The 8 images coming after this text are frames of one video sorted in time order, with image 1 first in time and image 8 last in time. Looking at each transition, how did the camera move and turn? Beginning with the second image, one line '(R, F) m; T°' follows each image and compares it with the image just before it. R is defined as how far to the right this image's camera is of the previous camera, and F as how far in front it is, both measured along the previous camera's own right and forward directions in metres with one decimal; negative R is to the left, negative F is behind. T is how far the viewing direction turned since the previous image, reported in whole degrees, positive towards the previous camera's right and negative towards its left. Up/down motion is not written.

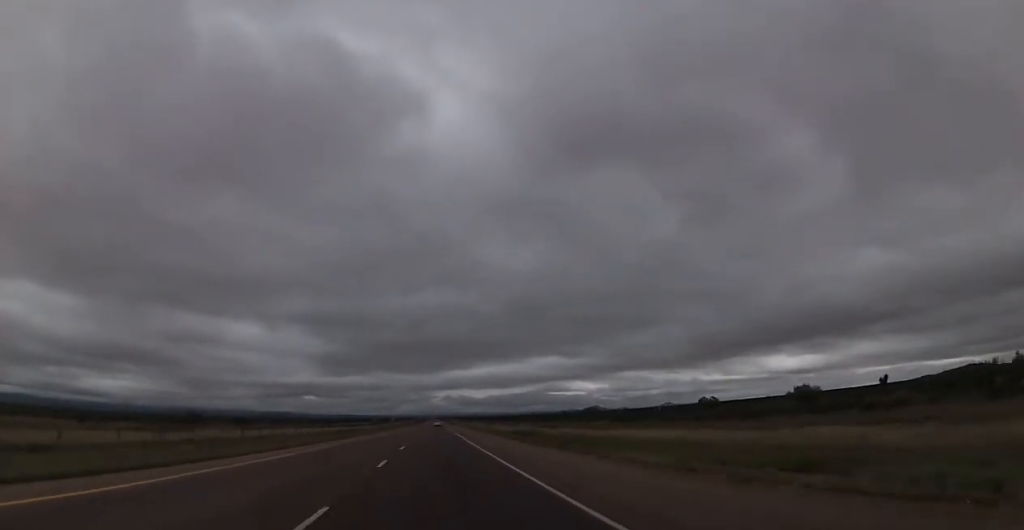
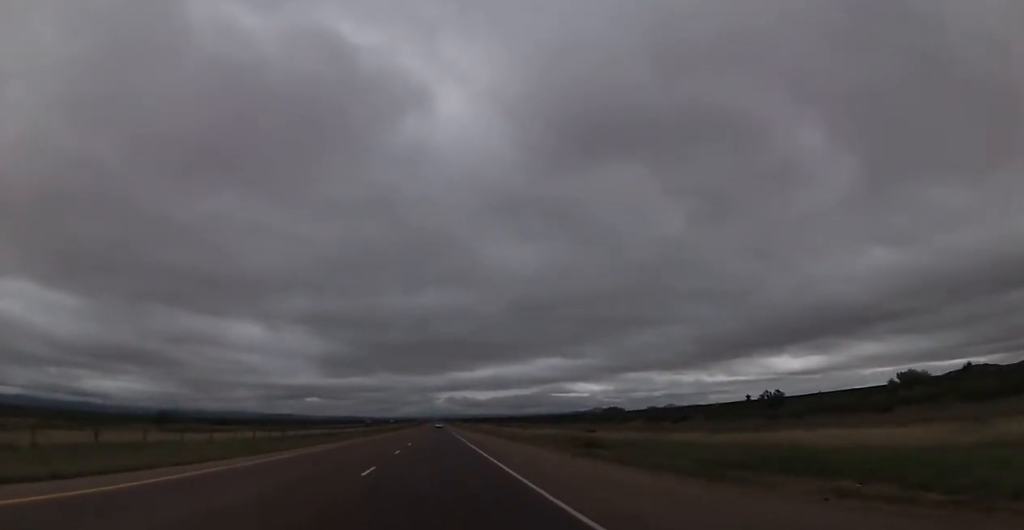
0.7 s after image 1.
(+0.3, +26.8) m; 0°
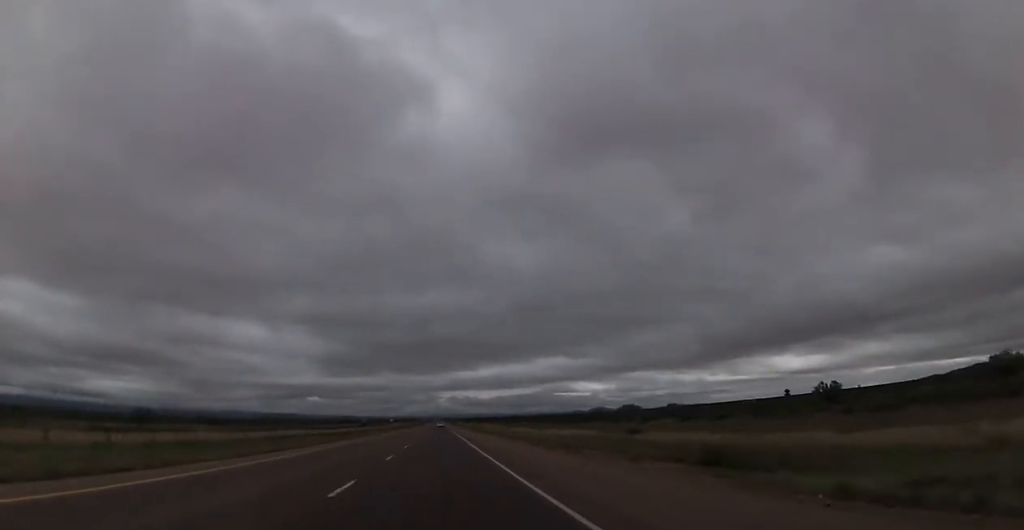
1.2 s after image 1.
(+0.1, +17.1) m; 0°
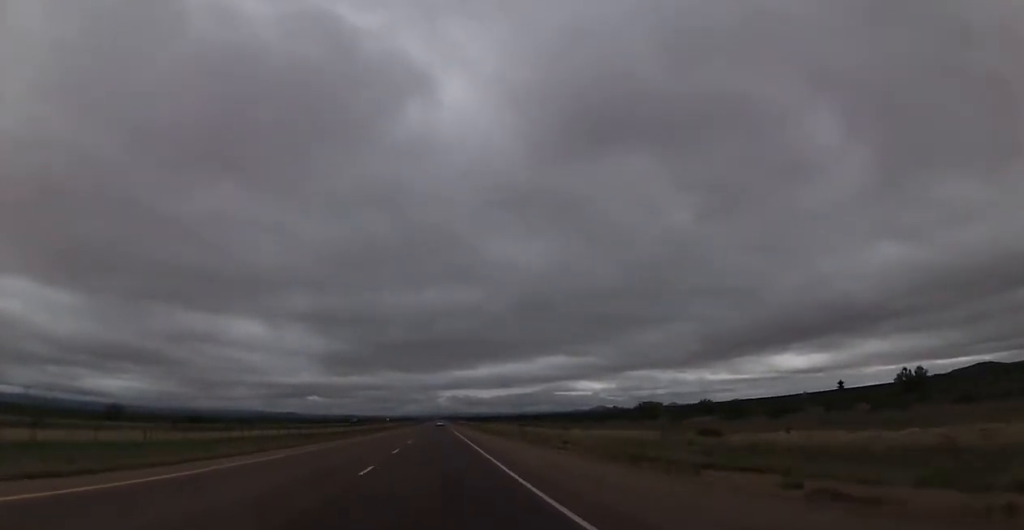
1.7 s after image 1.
(-0.3, +19.4) m; 0°
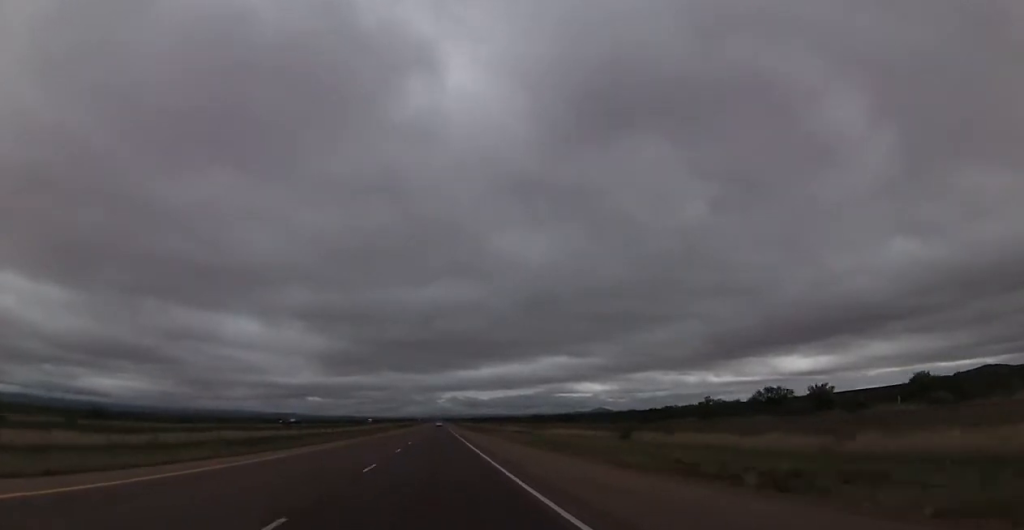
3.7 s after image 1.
(-0.3, +71.8) m; 0°
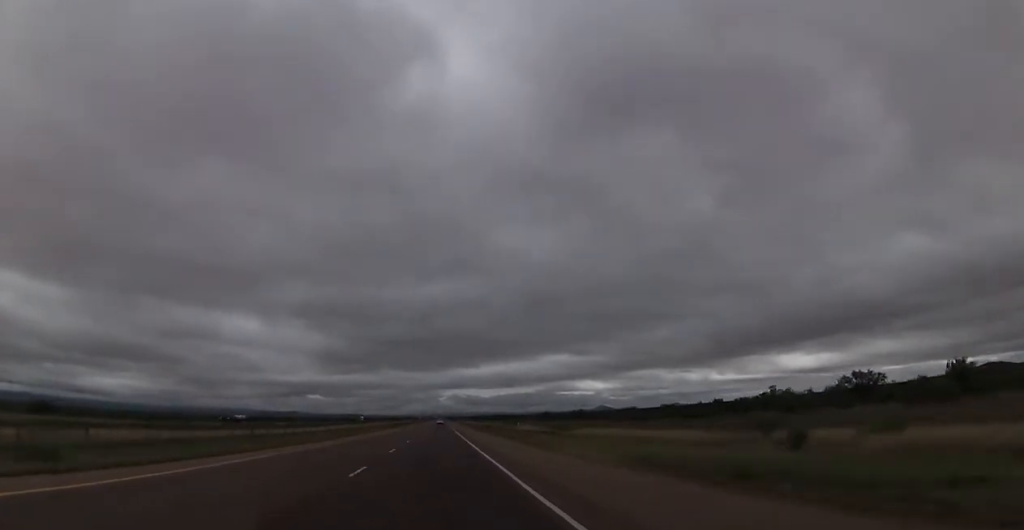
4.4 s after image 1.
(0.0, +26.7) m; 0°
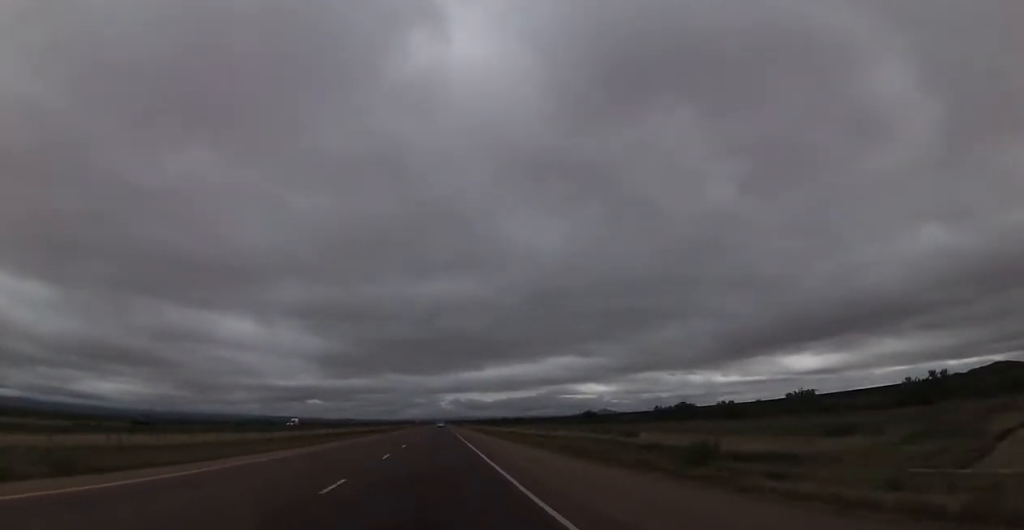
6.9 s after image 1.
(-0.6, +88.3) m; 0°
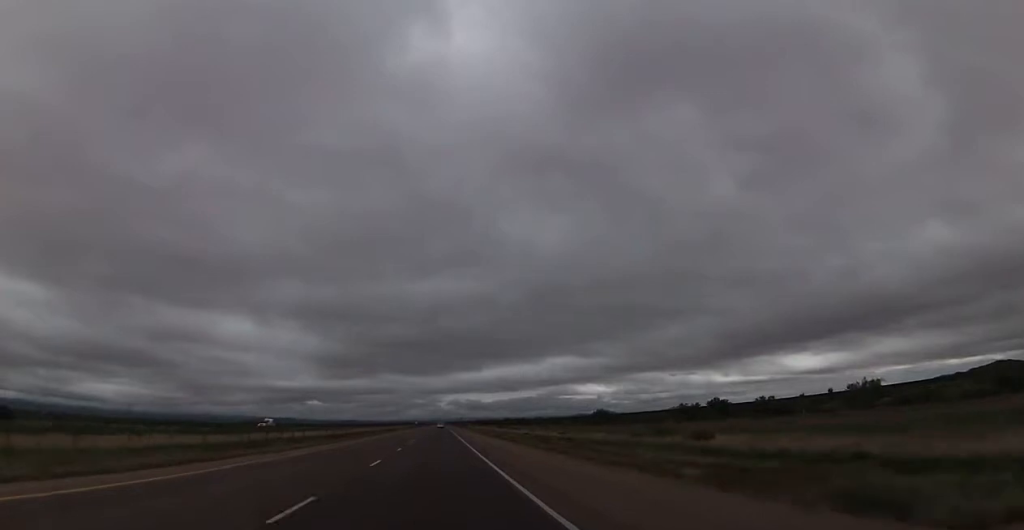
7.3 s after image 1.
(+0.1, +15.7) m; 0°
